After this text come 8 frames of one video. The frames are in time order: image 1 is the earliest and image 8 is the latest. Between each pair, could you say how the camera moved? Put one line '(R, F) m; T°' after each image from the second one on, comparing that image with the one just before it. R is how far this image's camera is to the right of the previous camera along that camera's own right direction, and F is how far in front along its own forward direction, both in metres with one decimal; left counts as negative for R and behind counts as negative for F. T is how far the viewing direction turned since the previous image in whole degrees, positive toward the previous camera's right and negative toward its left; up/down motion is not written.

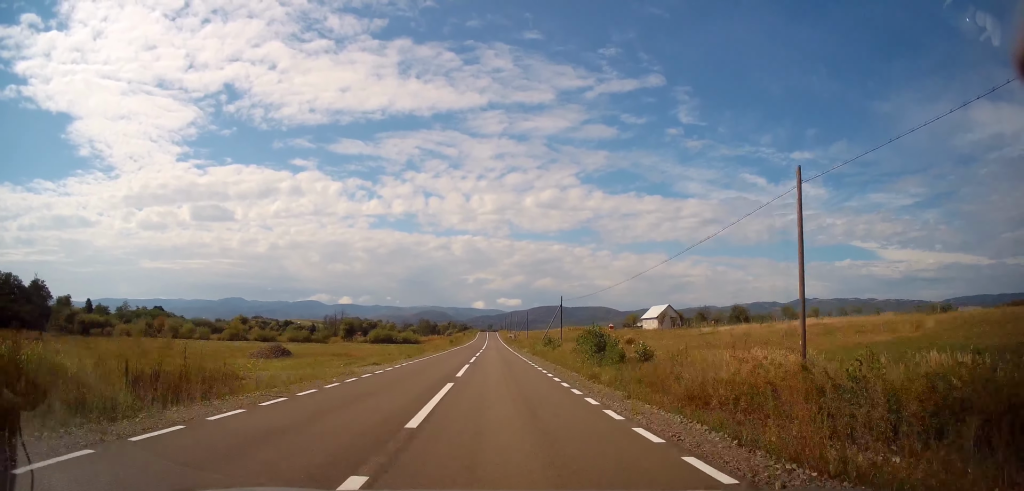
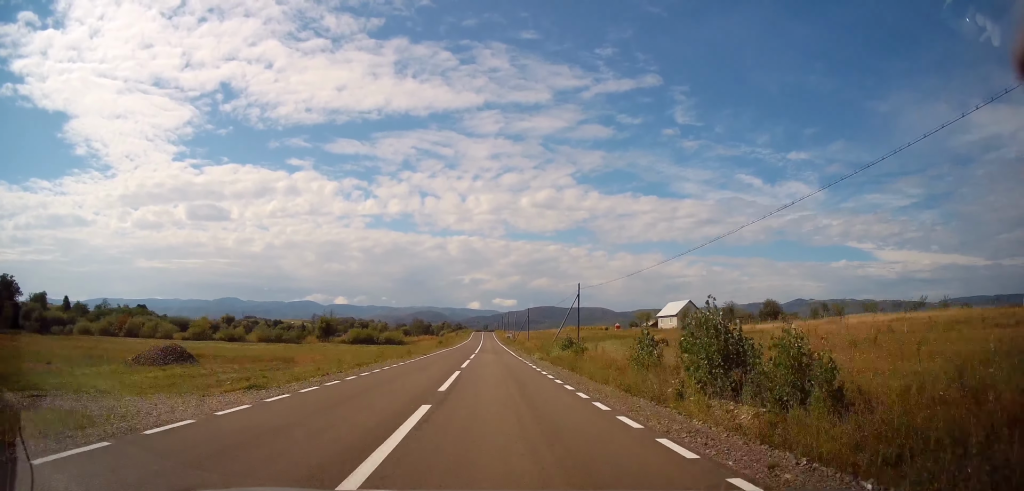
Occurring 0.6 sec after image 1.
(-0.1, +15.4) m; +1°
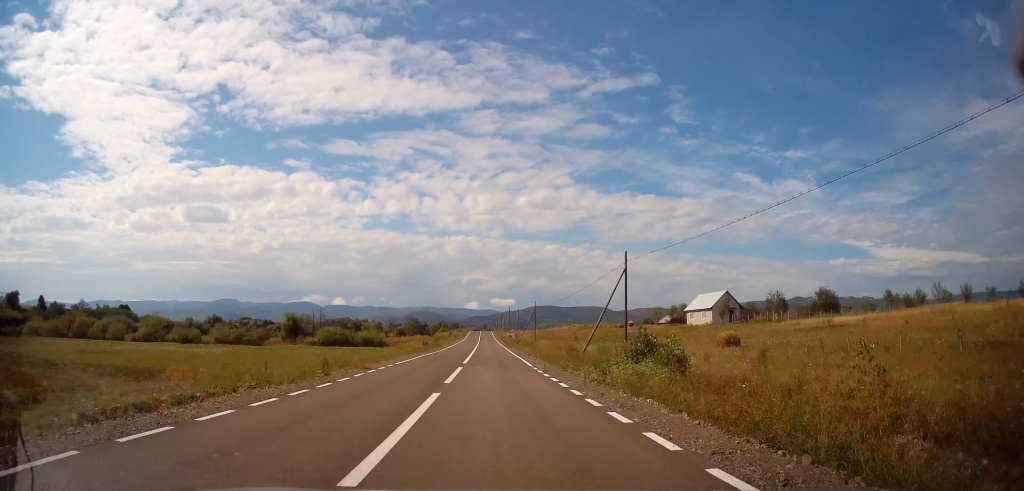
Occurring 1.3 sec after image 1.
(+0.5, +19.0) m; +1°
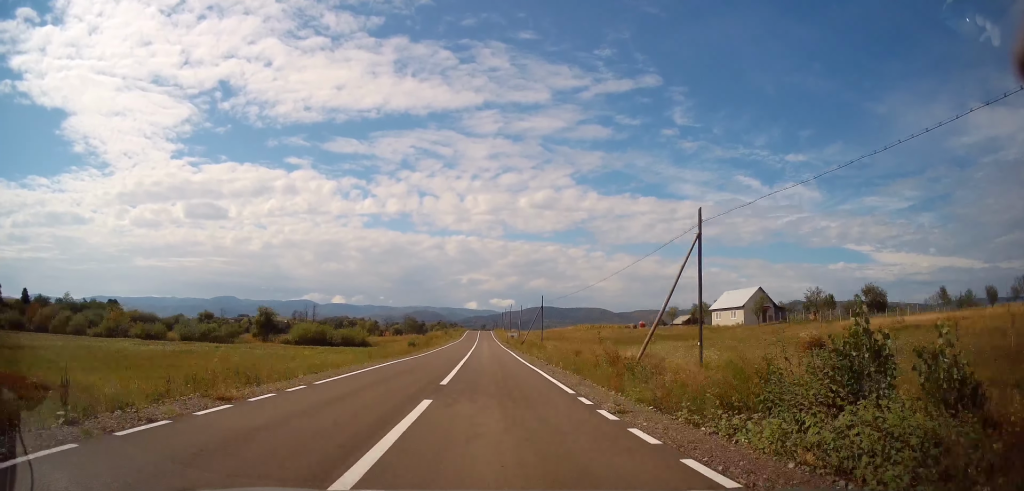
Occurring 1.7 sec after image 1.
(+0.1, +11.7) m; 0°
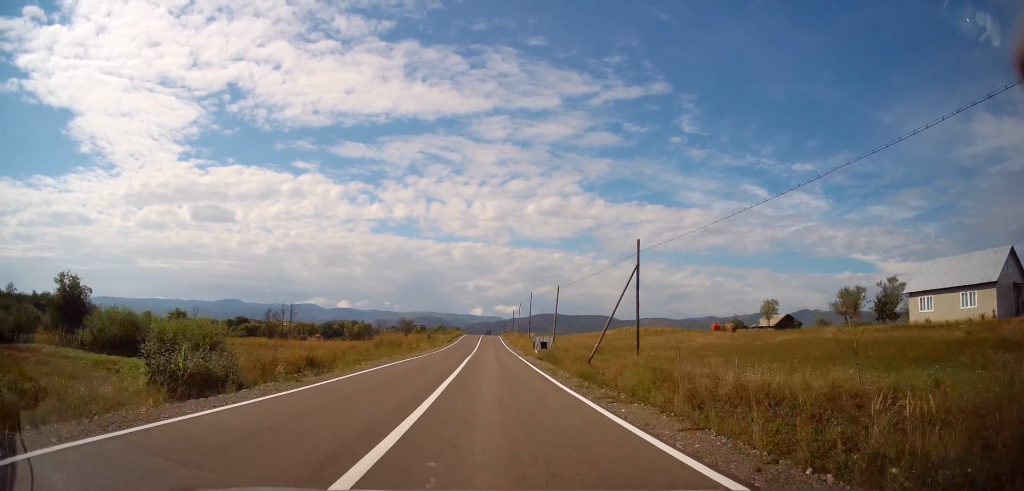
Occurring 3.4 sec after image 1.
(-0.5, +44.3) m; -1°
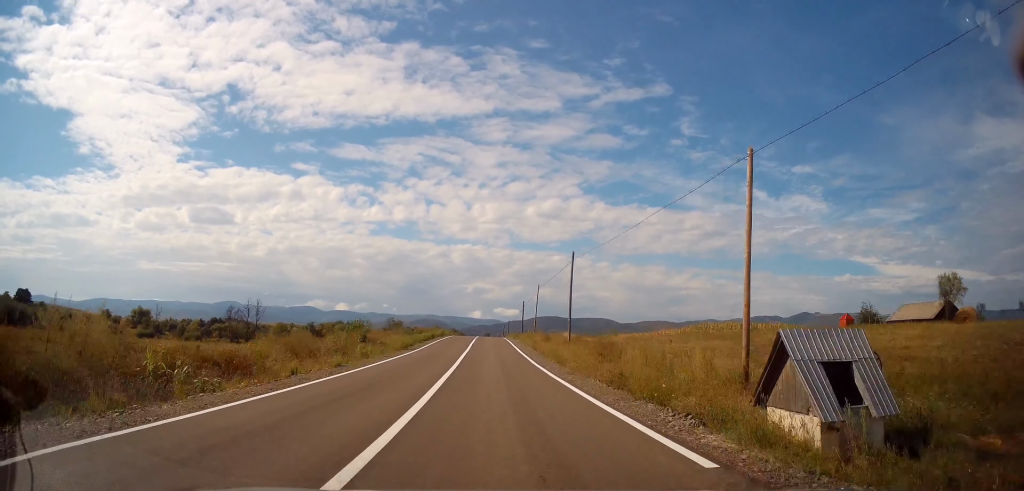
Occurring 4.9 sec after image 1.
(0.0, +40.0) m; 0°
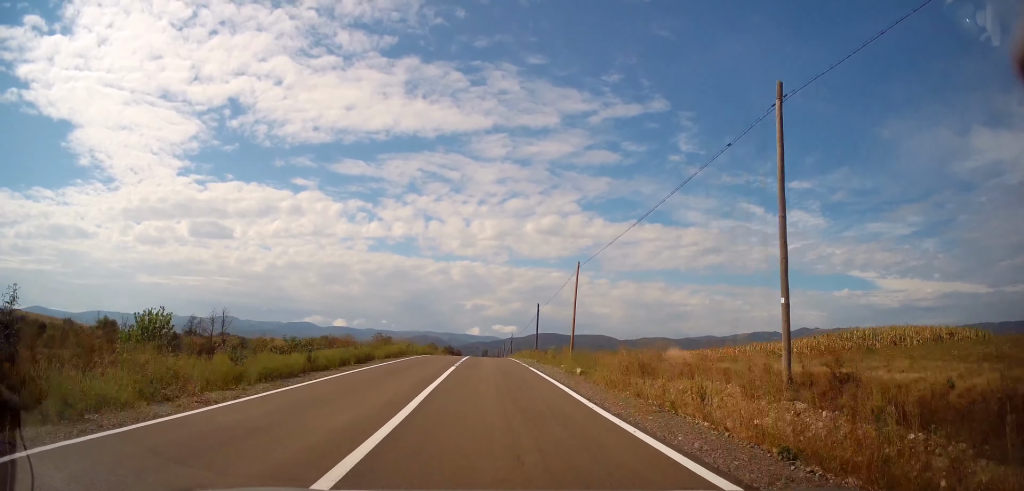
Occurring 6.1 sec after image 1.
(-0.1, +29.9) m; 0°
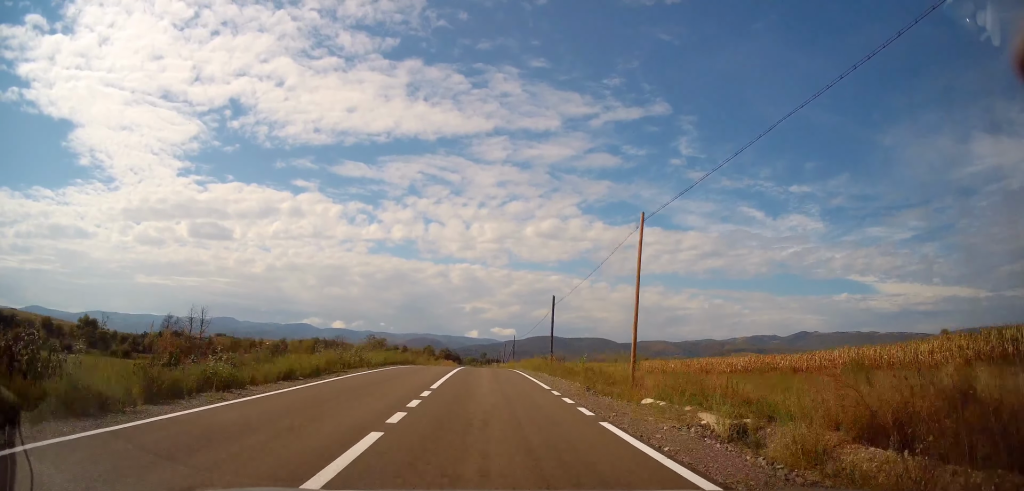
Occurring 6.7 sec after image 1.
(+0.1, +15.3) m; 0°
